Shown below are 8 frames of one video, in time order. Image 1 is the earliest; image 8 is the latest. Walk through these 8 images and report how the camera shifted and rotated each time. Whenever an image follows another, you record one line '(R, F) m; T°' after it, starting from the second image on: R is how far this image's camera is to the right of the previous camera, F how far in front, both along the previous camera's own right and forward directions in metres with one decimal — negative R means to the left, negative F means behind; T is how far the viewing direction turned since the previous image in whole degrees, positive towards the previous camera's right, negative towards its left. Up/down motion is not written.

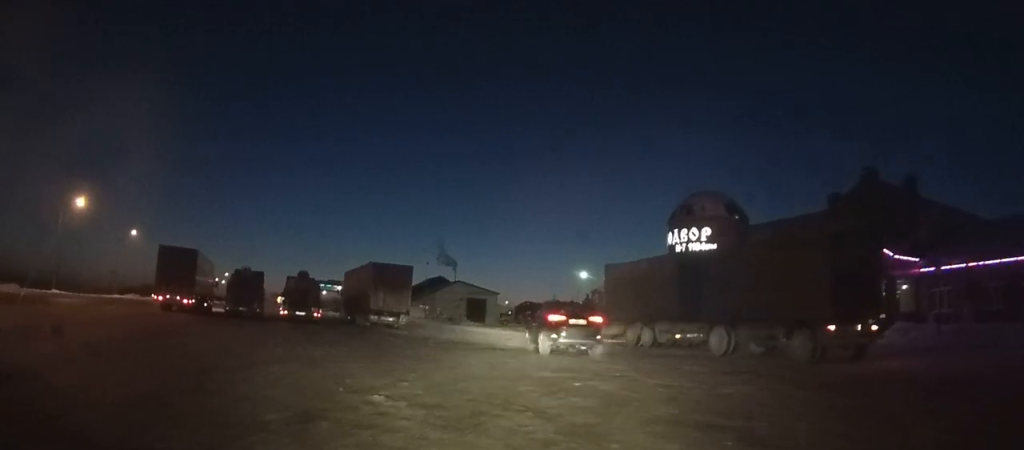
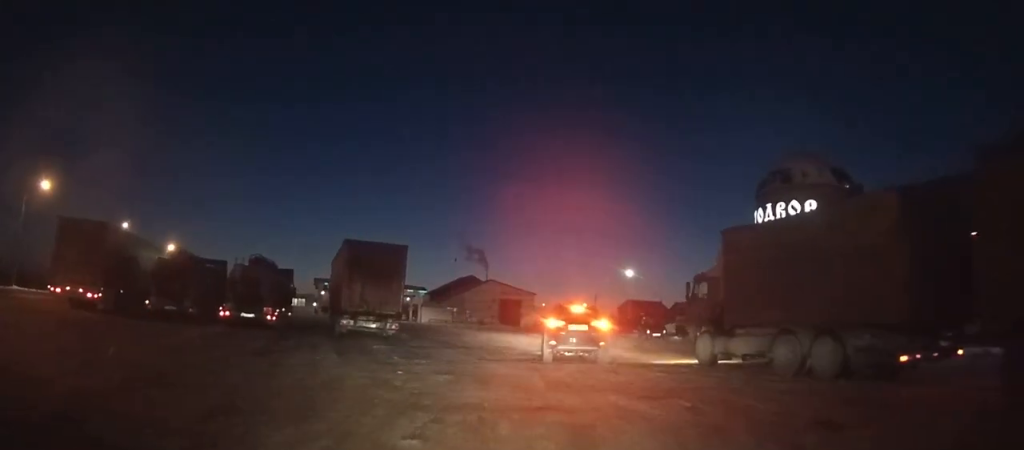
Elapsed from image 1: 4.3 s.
(-0.2, +12.2) m; -2°
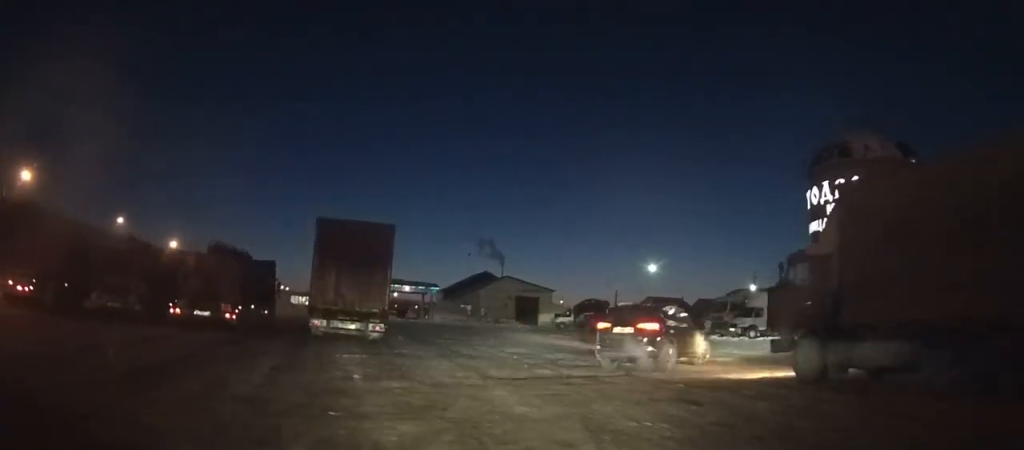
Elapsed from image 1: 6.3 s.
(-0.1, +5.4) m; -1°
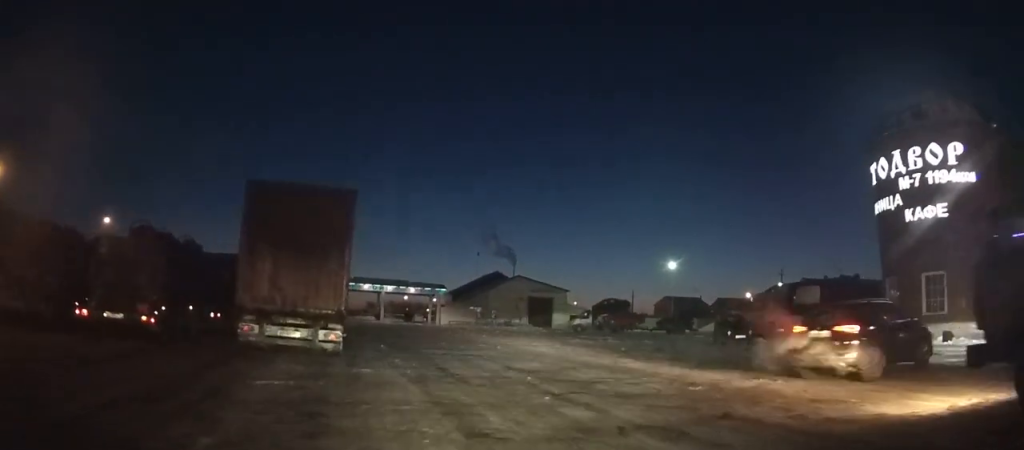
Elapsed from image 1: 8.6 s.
(-0.1, +6.0) m; 0°
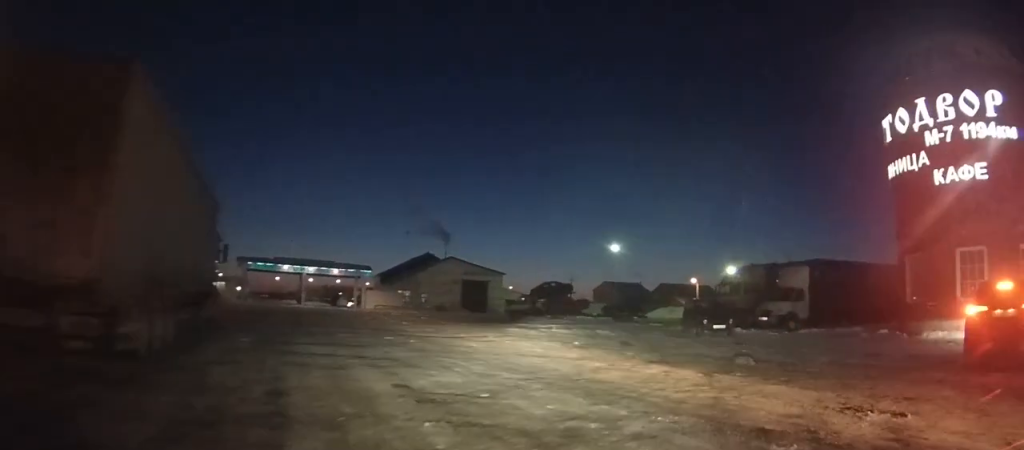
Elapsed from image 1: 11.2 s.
(-0.3, +6.1) m; +10°
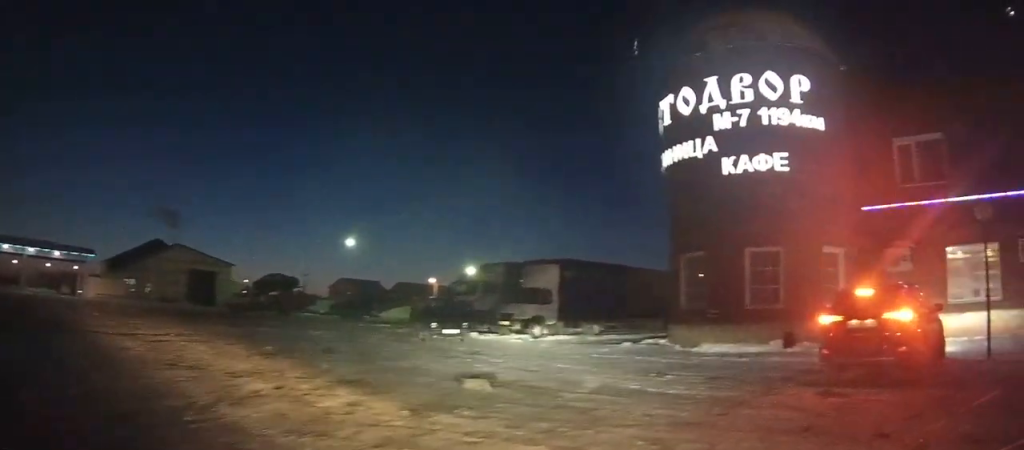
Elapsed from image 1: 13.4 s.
(+1.1, +4.3) m; +21°
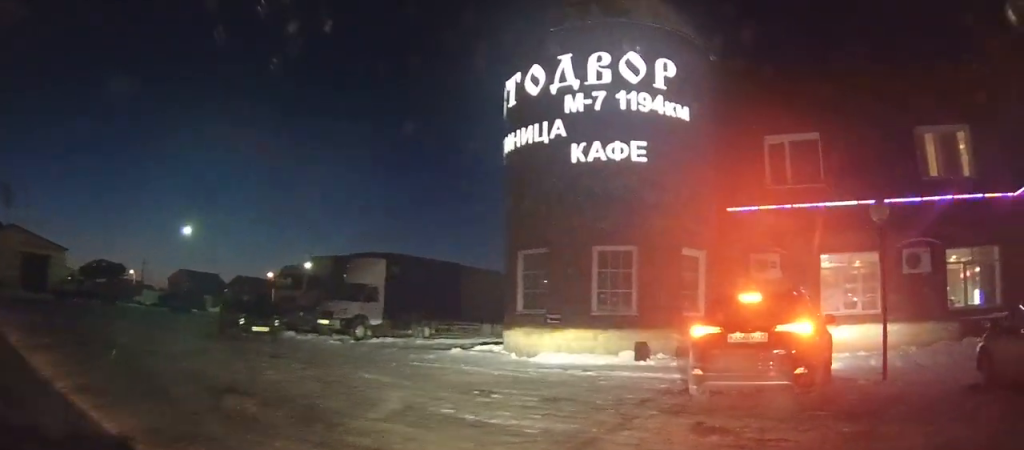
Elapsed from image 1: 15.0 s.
(+0.4, +2.8) m; +10°
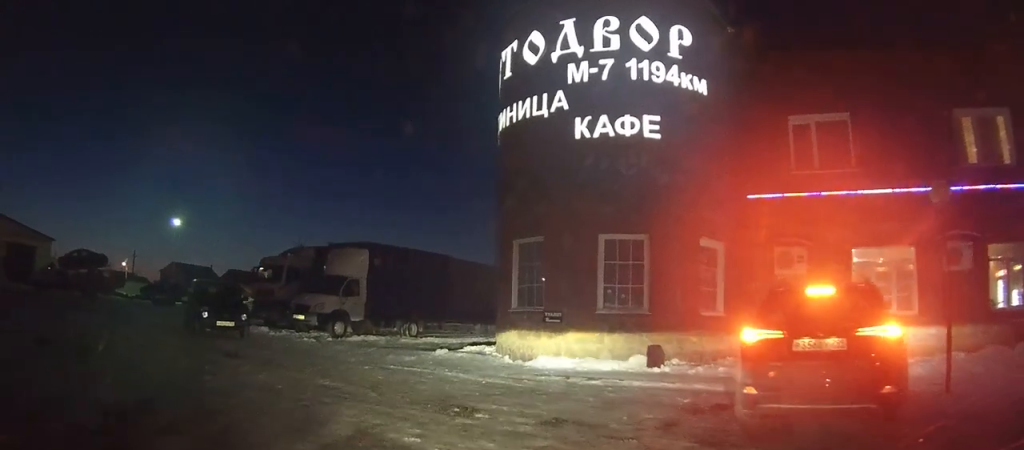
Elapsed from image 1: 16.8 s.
(+0.7, +3.0) m; +7°
